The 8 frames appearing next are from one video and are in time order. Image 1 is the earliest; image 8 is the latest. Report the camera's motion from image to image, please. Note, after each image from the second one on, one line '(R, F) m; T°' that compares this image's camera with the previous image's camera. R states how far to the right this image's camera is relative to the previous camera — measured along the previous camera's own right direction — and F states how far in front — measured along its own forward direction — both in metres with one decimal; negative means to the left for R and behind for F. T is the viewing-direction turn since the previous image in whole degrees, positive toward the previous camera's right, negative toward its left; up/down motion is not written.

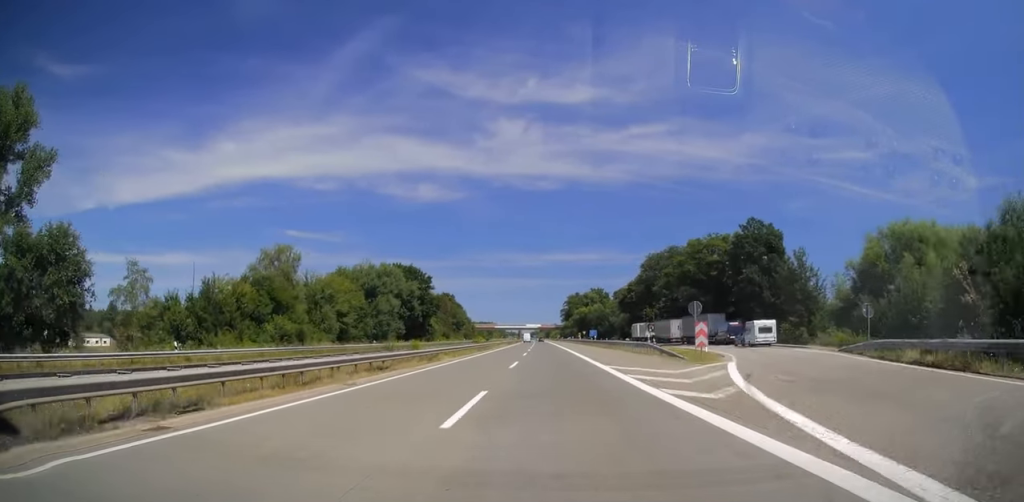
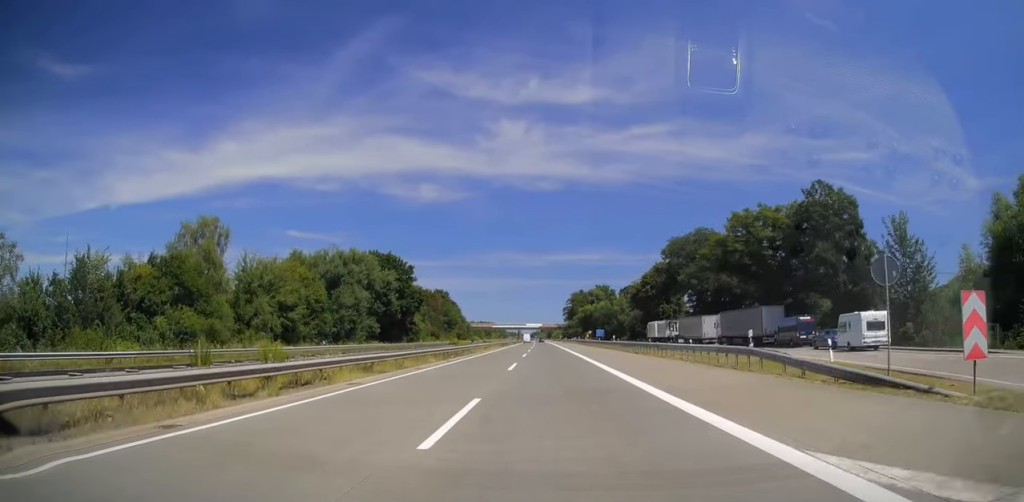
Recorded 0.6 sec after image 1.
(+0.2, +19.8) m; 0°
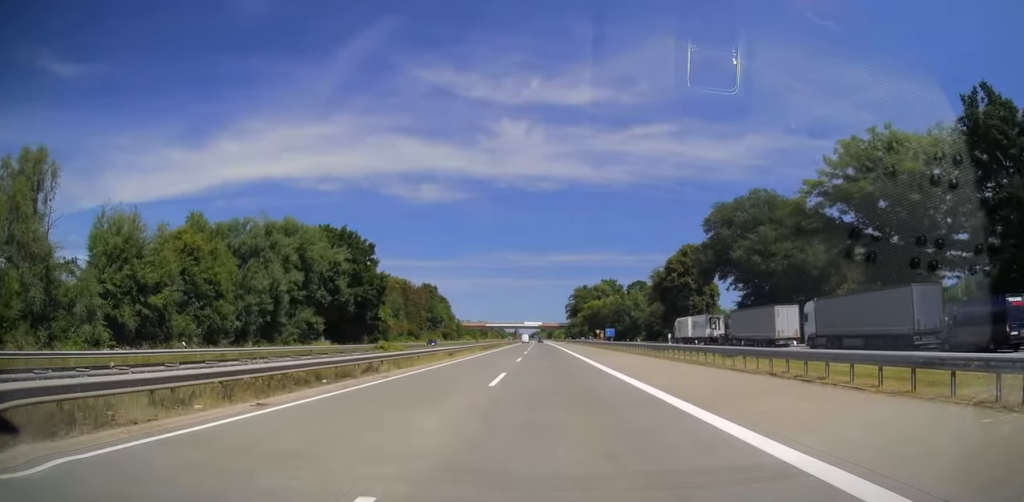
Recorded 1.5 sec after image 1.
(-0.2, +26.4) m; 0°
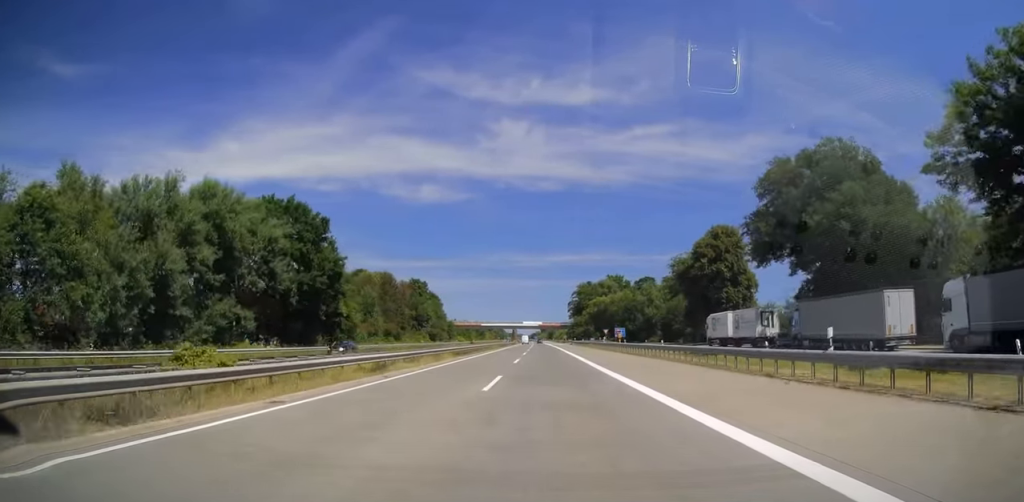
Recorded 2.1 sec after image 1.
(-0.1, +19.3) m; 0°
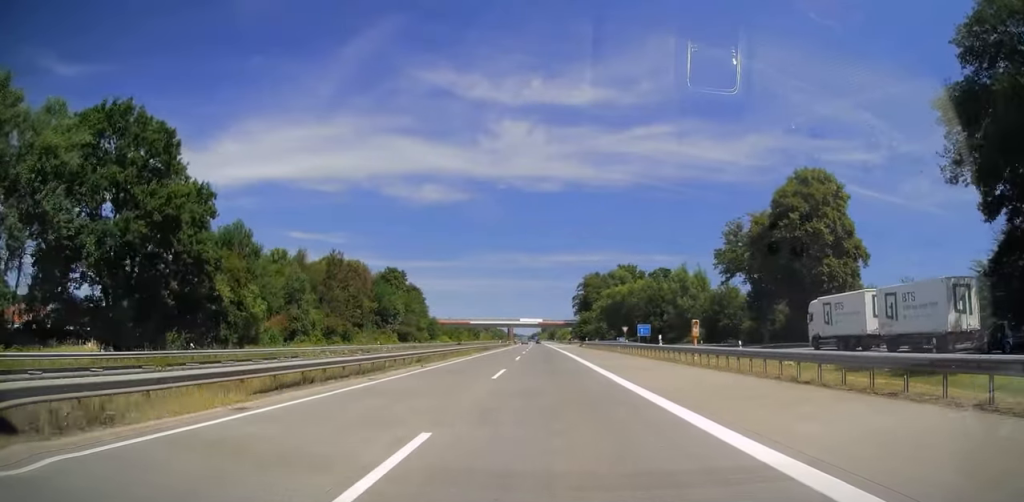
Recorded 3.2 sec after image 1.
(-0.1, +31.5) m; 0°
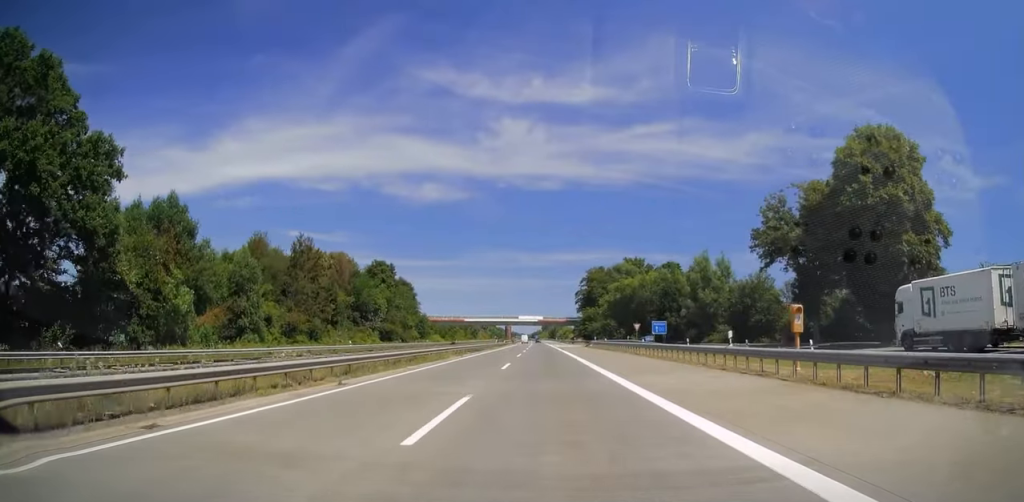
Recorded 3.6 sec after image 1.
(0.0, +13.2) m; 0°
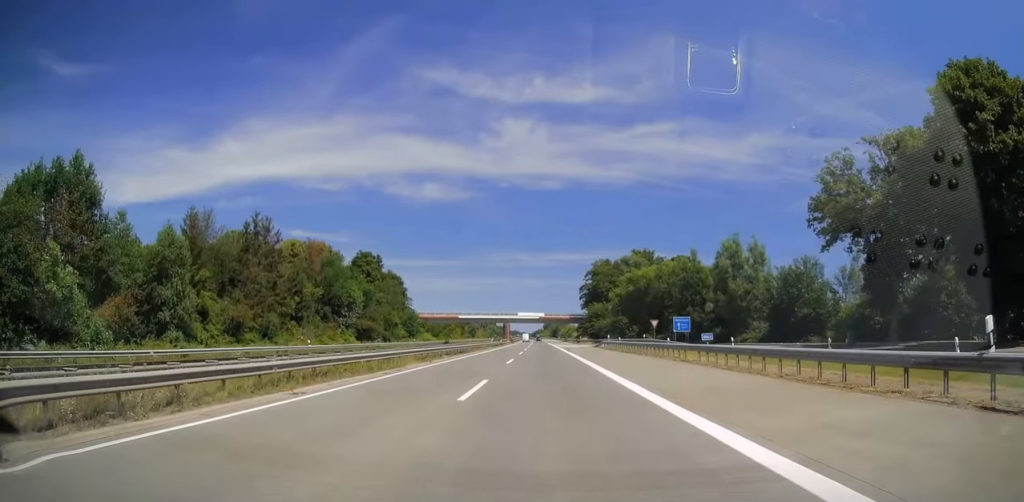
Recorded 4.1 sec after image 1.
(0.0, +13.7) m; 0°
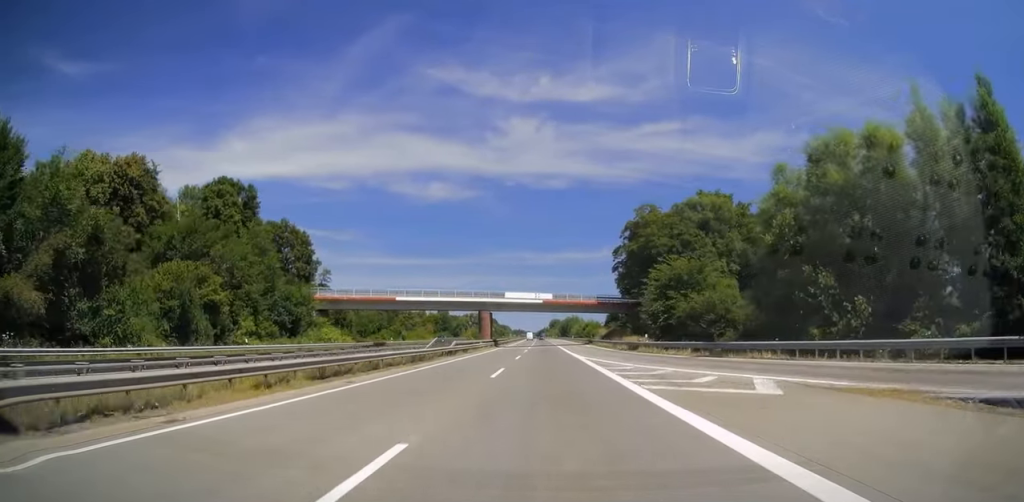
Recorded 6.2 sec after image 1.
(-0.1, +65.9) m; 0°
